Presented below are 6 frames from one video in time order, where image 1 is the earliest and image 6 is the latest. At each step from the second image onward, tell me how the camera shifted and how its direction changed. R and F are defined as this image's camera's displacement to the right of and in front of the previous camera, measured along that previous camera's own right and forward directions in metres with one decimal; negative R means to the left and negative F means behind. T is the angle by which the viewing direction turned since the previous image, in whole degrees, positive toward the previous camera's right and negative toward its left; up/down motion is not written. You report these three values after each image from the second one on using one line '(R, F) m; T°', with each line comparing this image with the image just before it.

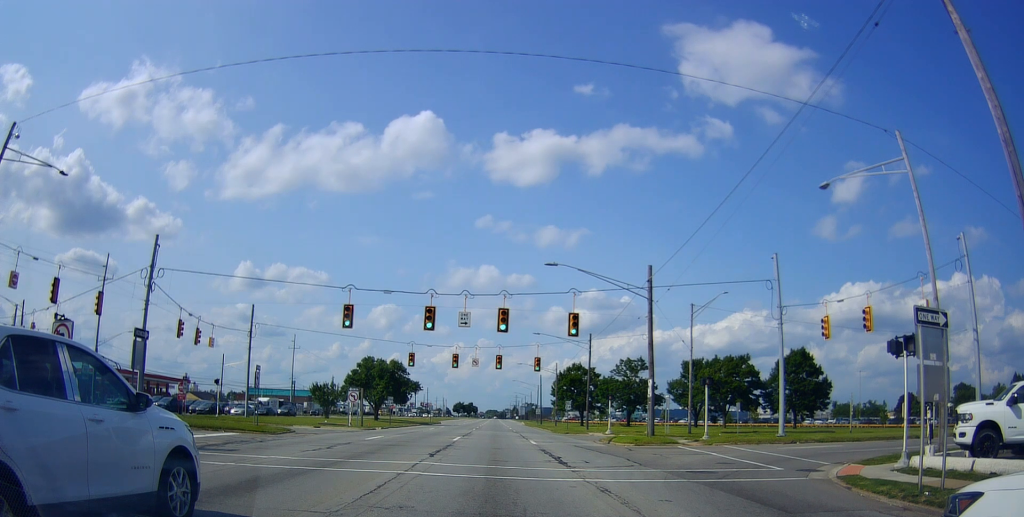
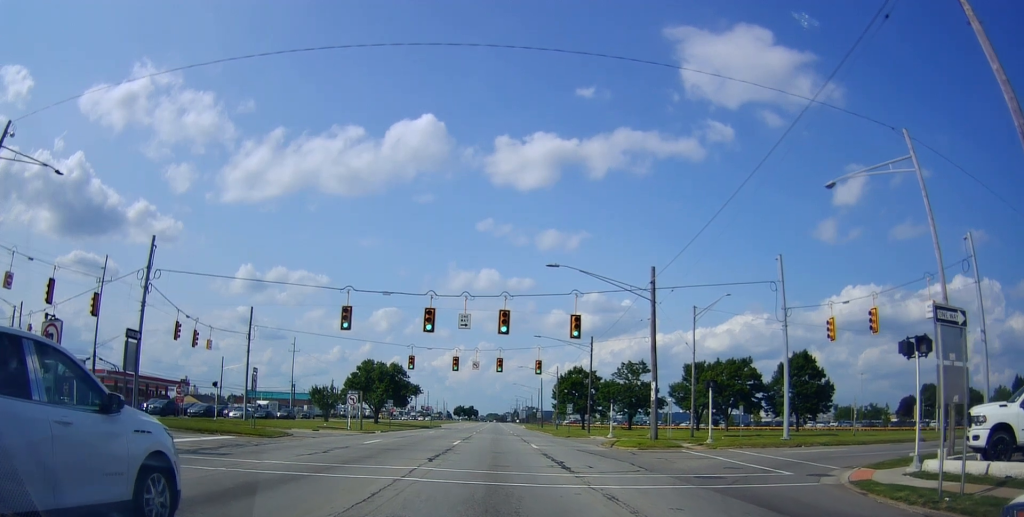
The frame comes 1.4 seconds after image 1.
(+0.1, +0.2) m; 0°
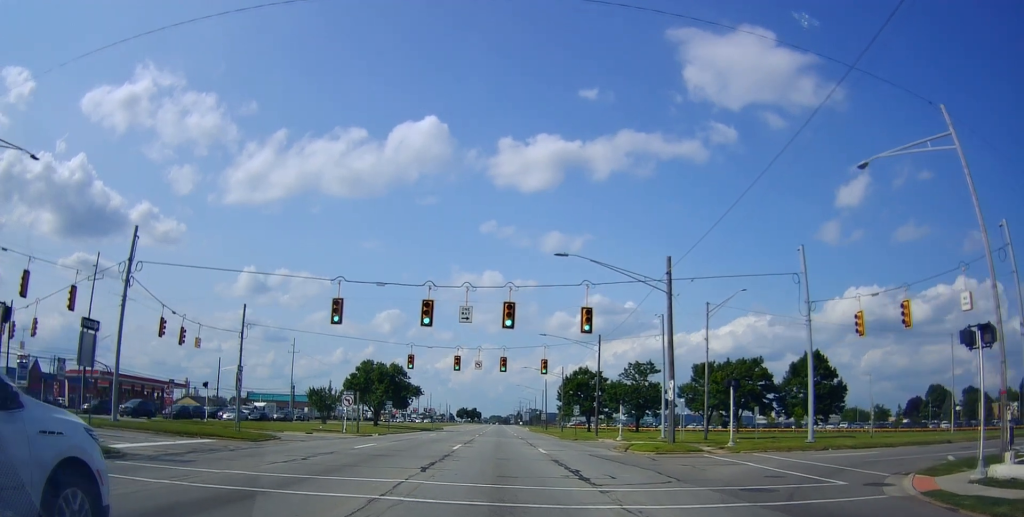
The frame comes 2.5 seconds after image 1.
(0.0, +0.6) m; 0°
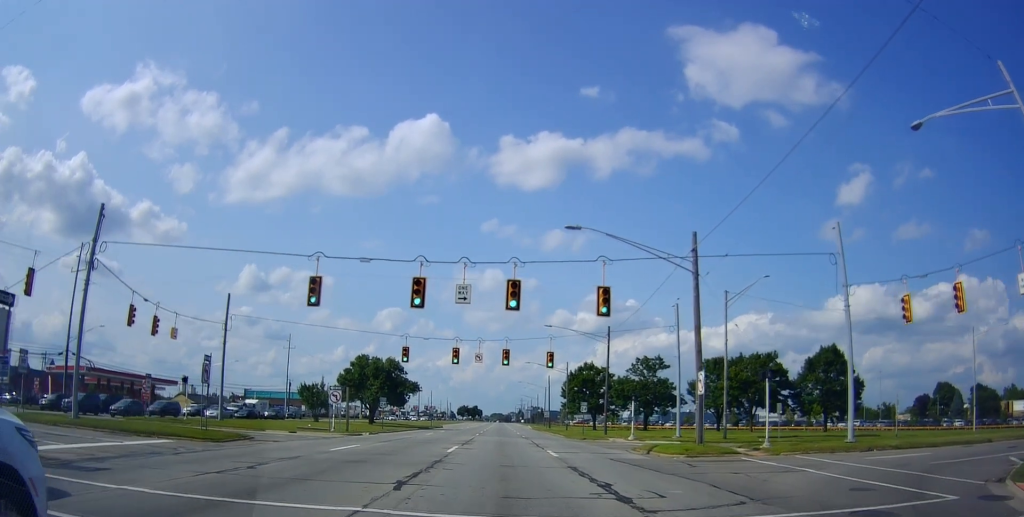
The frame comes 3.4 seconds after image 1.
(0.0, +2.1) m; 0°
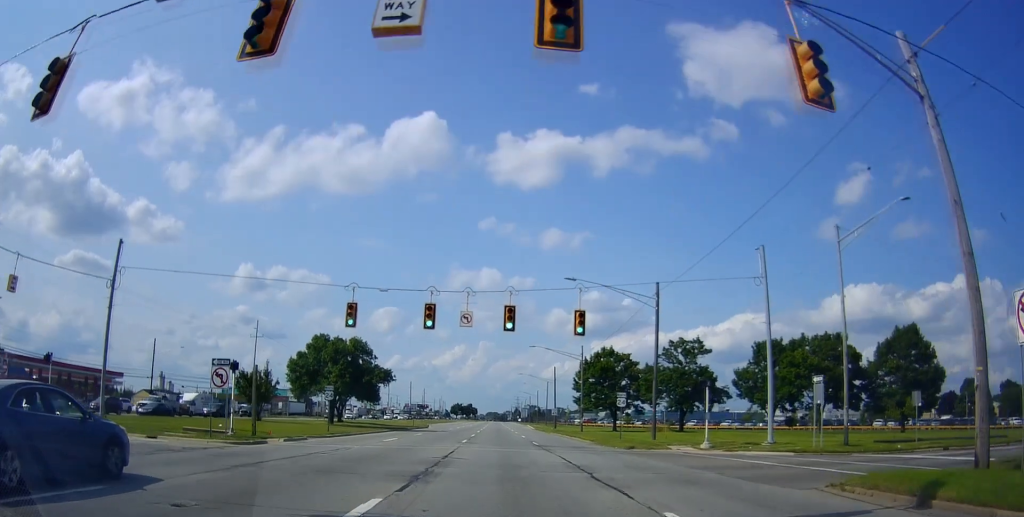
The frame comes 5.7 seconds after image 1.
(+0.5, +15.7) m; +2°
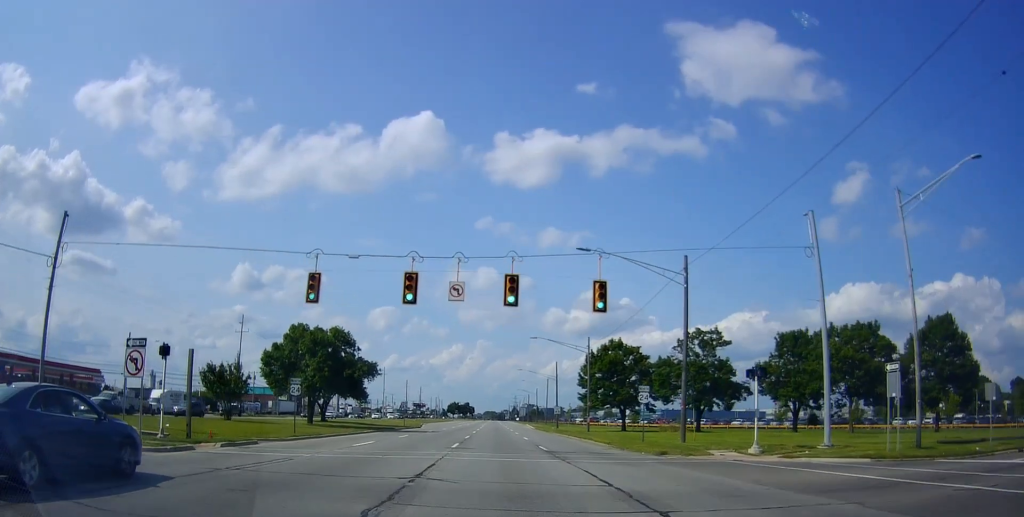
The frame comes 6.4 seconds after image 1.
(0.0, +6.3) m; -1°
